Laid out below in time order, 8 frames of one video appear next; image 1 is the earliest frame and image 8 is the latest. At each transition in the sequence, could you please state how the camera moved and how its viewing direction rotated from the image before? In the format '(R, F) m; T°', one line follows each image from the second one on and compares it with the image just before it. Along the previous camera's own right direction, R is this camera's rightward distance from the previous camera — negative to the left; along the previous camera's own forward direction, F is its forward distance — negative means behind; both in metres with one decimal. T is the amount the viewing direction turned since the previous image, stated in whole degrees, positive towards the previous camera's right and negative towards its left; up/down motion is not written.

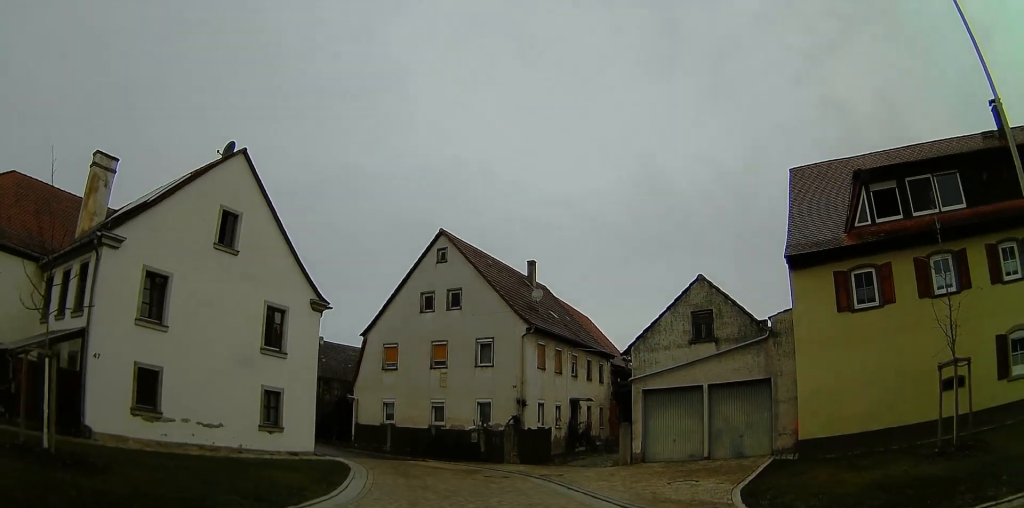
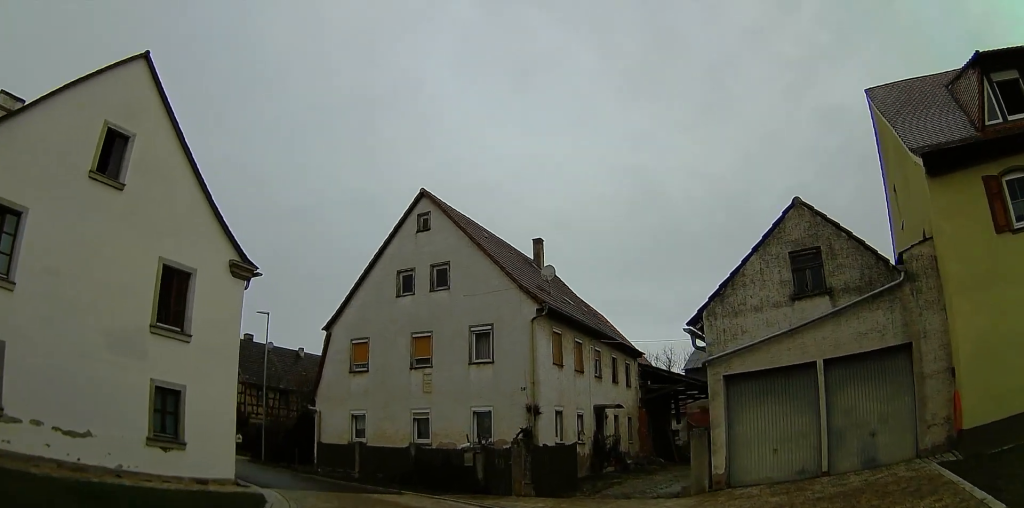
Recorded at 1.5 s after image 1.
(0.0, +7.6) m; 0°
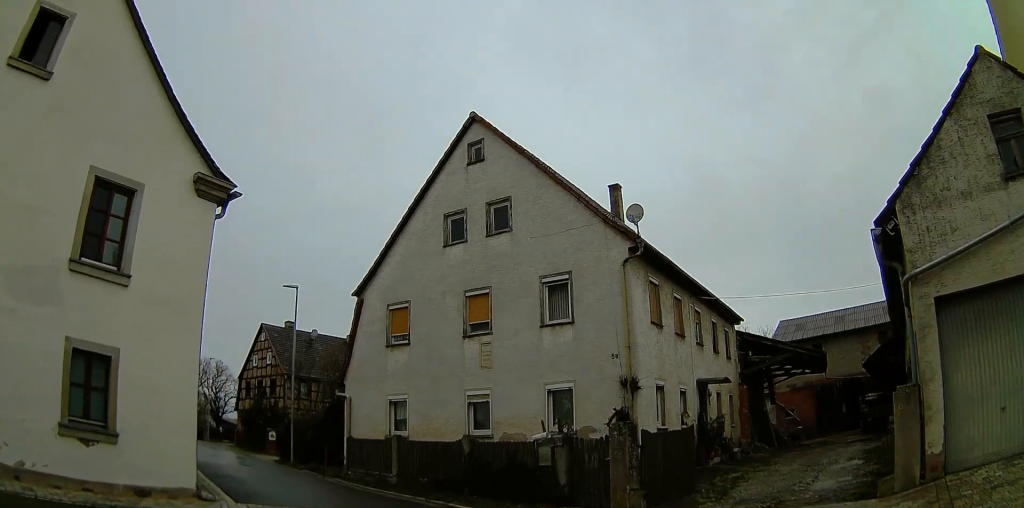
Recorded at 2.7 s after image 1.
(0.0, +5.8) m; -8°
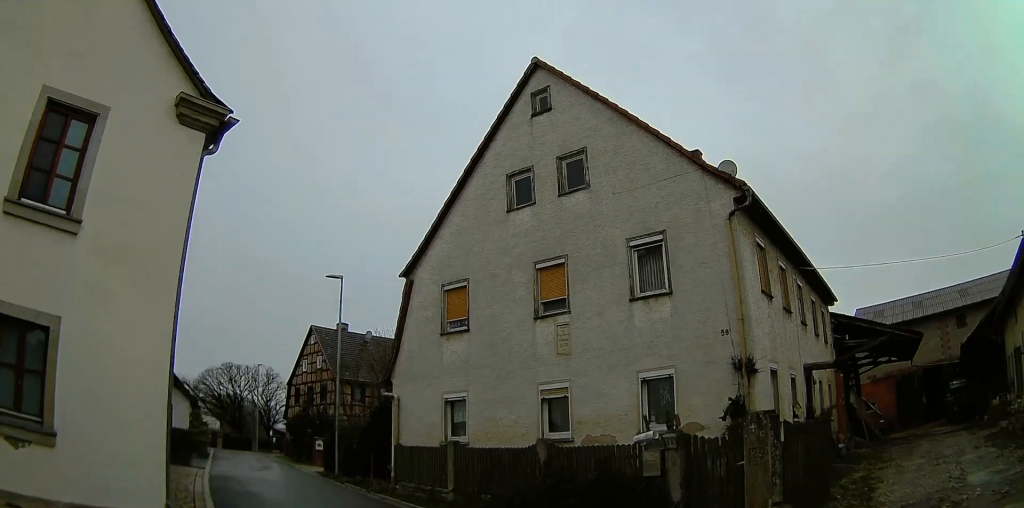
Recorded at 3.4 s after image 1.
(-0.5, +3.5) m; -17°
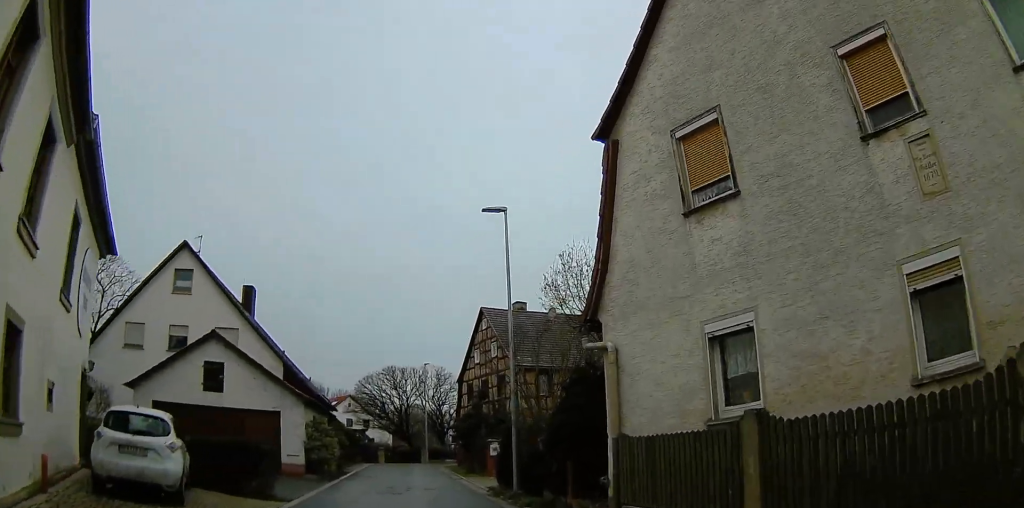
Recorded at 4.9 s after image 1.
(-2.0, +6.9) m; -13°
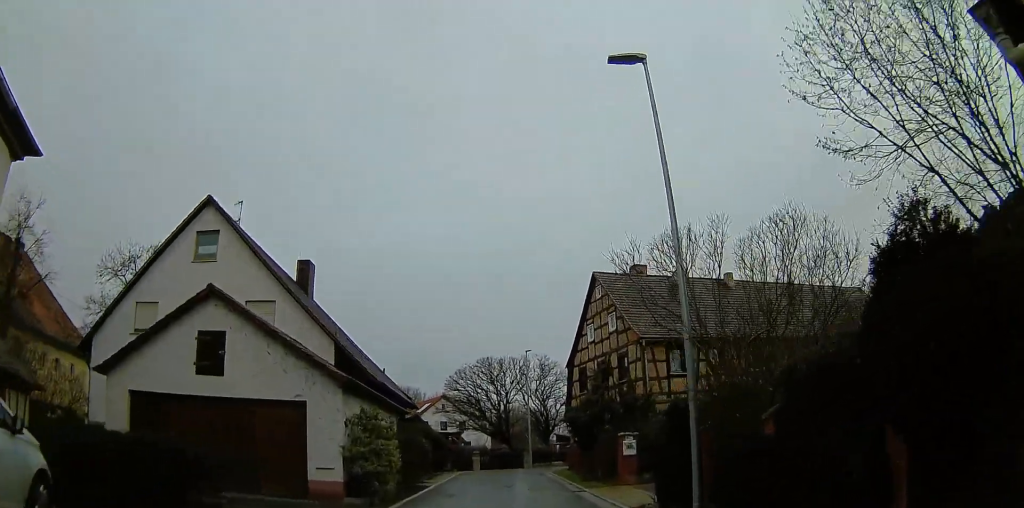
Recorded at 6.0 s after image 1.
(+1.0, +6.8) m; +6°
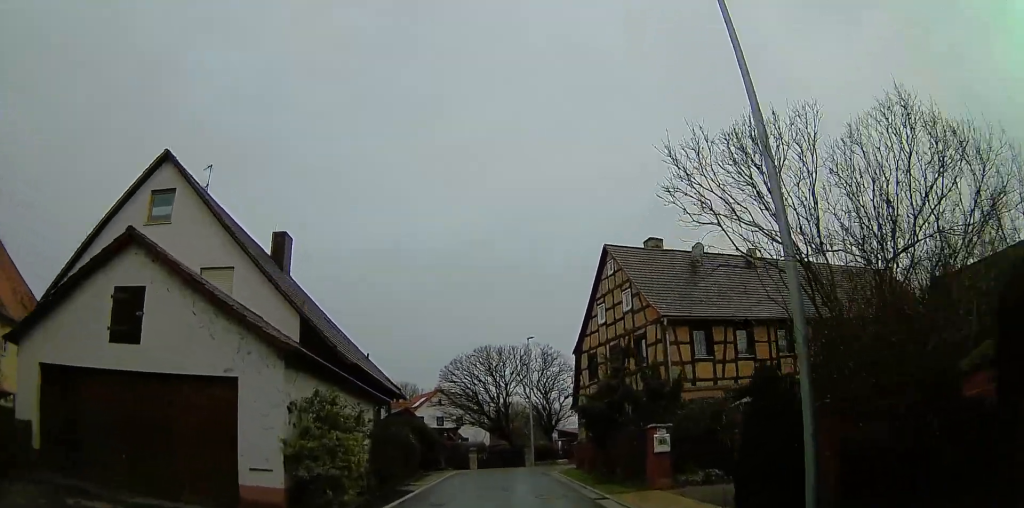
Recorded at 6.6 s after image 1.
(+0.2, +3.5) m; -7°
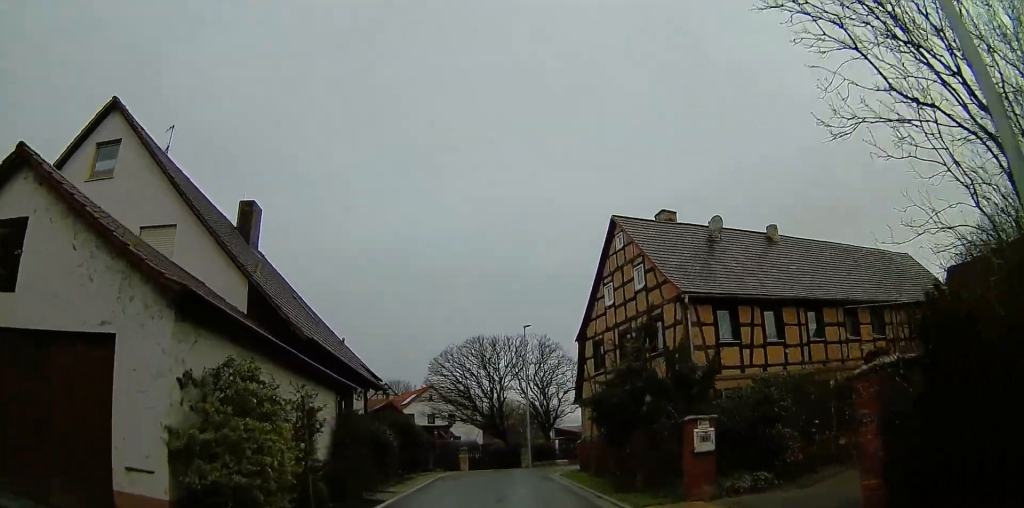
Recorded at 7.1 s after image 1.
(-0.2, +3.2) m; -3°
